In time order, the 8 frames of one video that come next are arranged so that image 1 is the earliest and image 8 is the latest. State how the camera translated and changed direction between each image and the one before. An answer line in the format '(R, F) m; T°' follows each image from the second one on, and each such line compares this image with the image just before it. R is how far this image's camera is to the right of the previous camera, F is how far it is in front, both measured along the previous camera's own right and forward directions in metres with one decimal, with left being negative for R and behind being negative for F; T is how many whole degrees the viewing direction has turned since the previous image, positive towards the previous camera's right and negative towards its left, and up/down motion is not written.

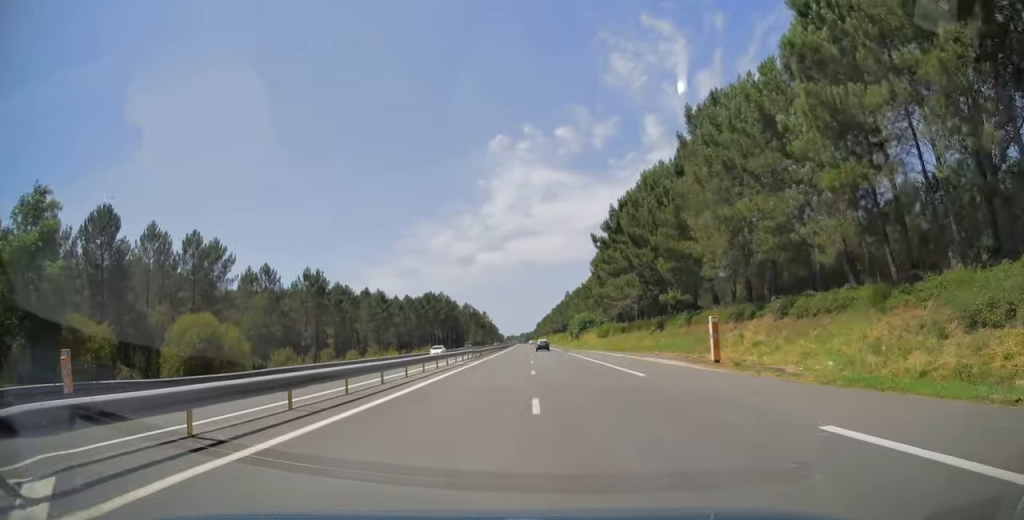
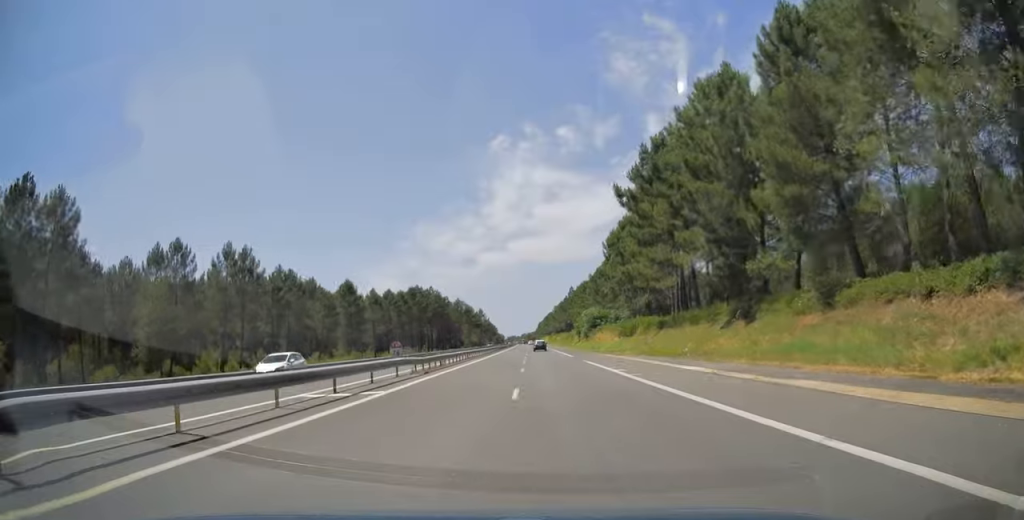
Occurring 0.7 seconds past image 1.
(+0.2, +23.4) m; 0°
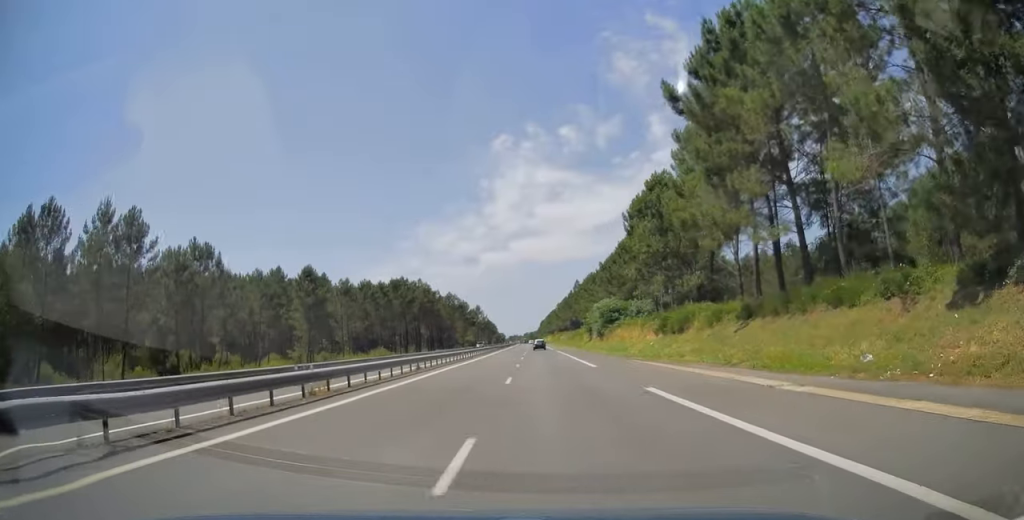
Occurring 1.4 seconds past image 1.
(0.0, +21.3) m; -1°
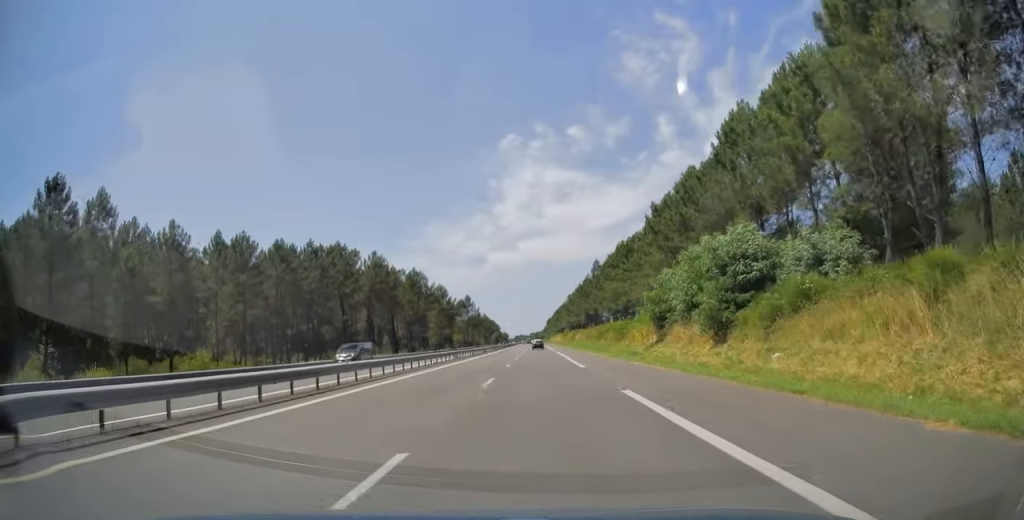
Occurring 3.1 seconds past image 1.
(-0.8, +53.4) m; -1°
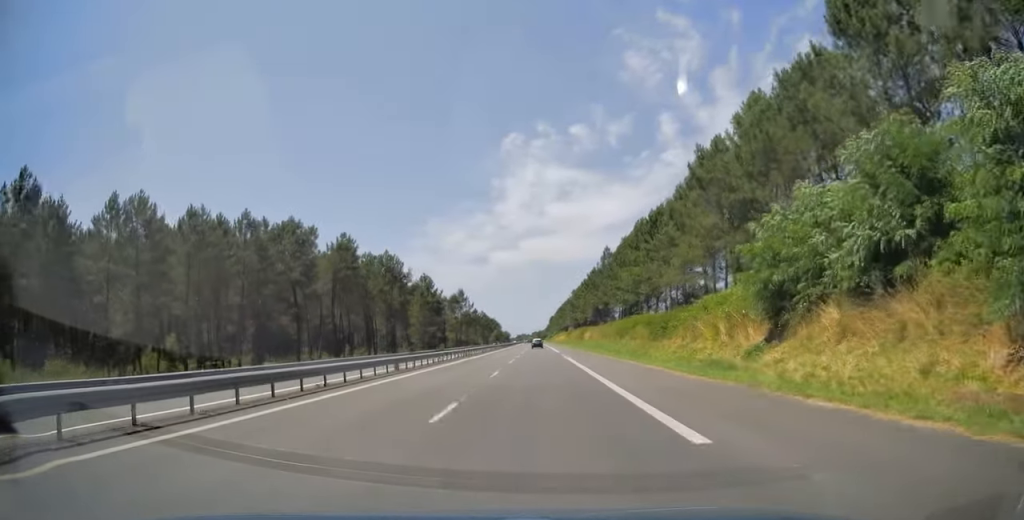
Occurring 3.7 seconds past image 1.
(0.0, +20.8) m; 0°
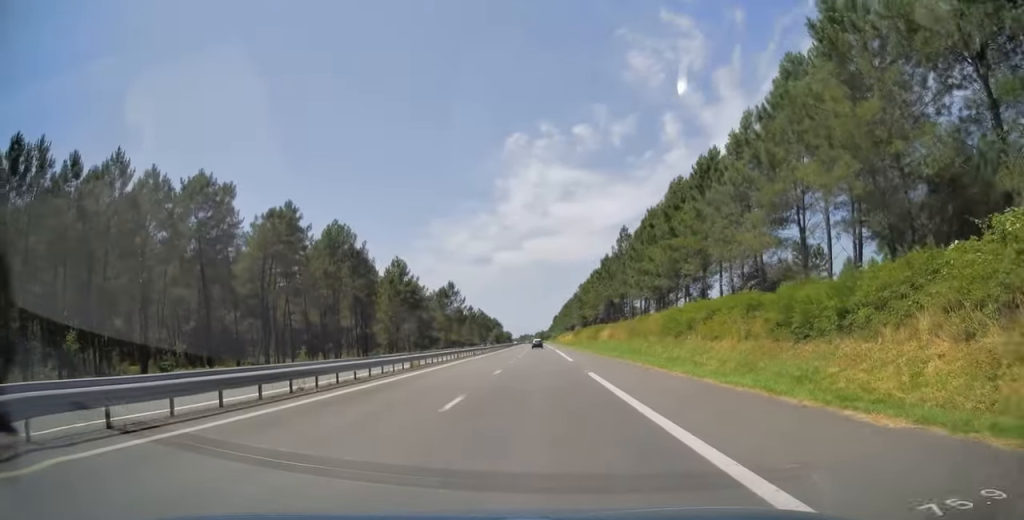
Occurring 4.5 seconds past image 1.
(+0.1, +24.6) m; -1°
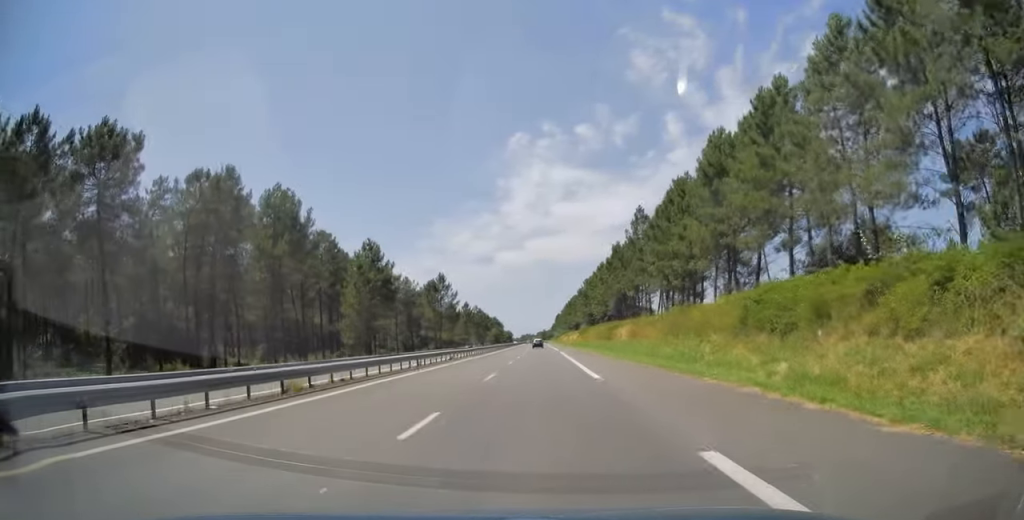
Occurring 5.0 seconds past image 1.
(-0.2, +16.6) m; 0°
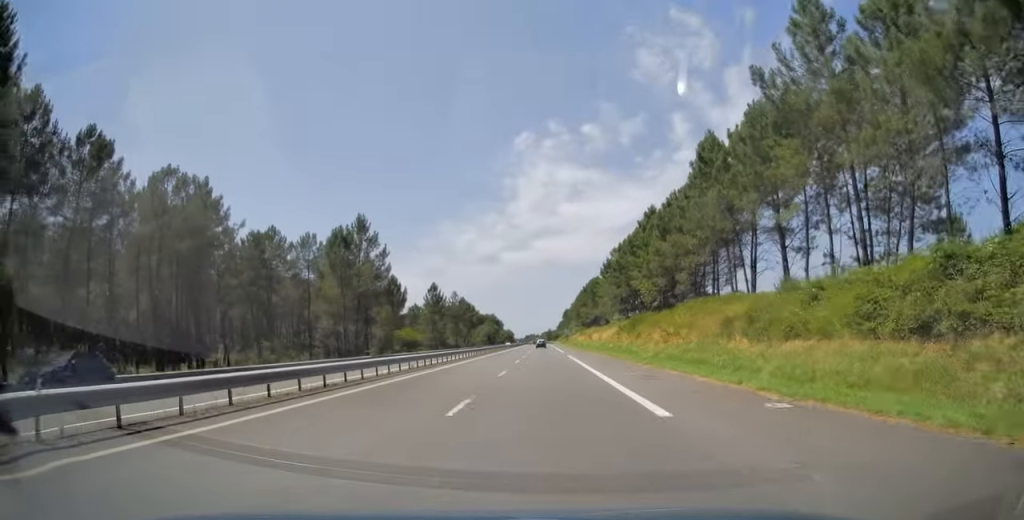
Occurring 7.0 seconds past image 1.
(0.0, +63.0) m; 0°
